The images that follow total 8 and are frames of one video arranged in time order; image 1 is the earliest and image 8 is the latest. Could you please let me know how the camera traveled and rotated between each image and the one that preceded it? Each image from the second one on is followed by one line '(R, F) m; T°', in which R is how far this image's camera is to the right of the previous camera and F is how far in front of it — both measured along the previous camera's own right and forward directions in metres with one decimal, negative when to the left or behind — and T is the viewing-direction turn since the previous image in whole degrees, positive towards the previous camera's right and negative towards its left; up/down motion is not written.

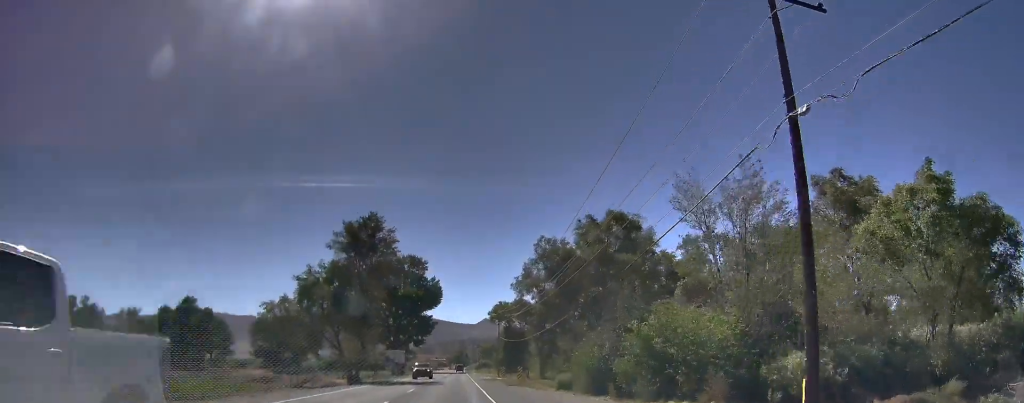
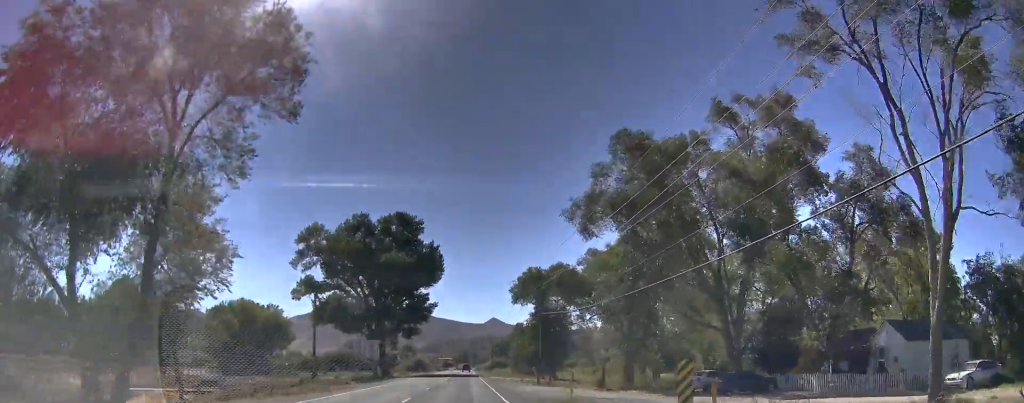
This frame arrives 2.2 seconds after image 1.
(0.0, +51.4) m; -2°
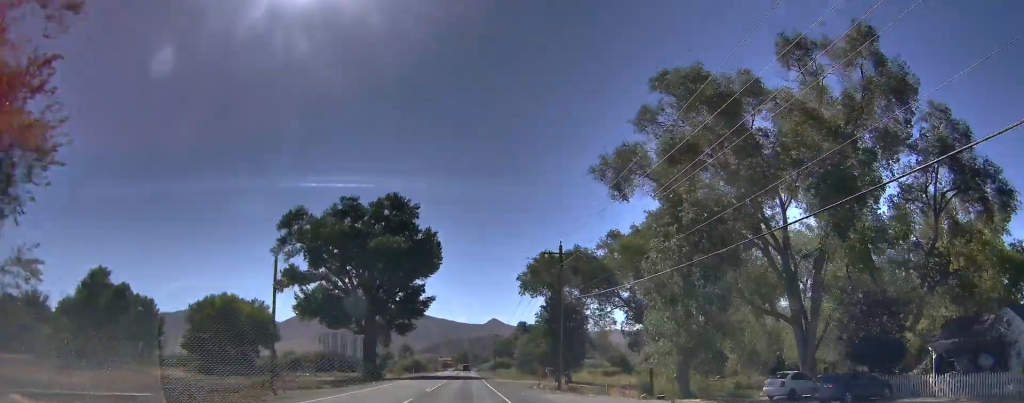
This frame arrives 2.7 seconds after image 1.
(-0.2, +12.9) m; -1°
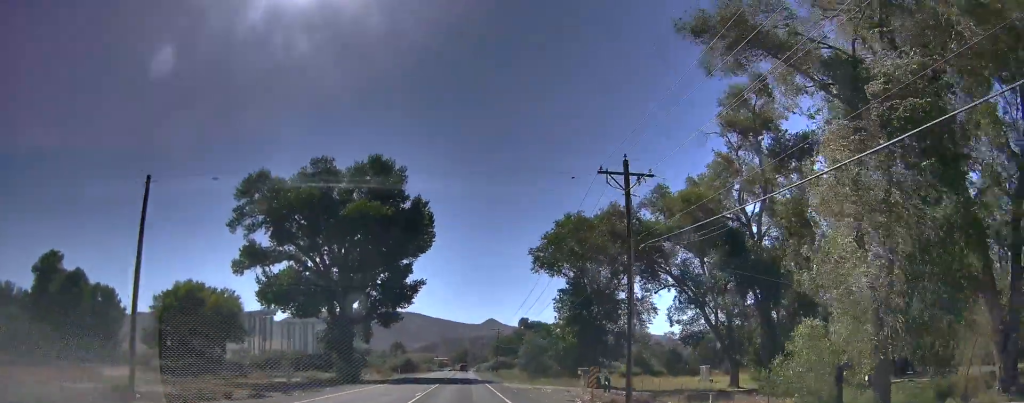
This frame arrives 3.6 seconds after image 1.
(-0.4, +19.8) m; 0°
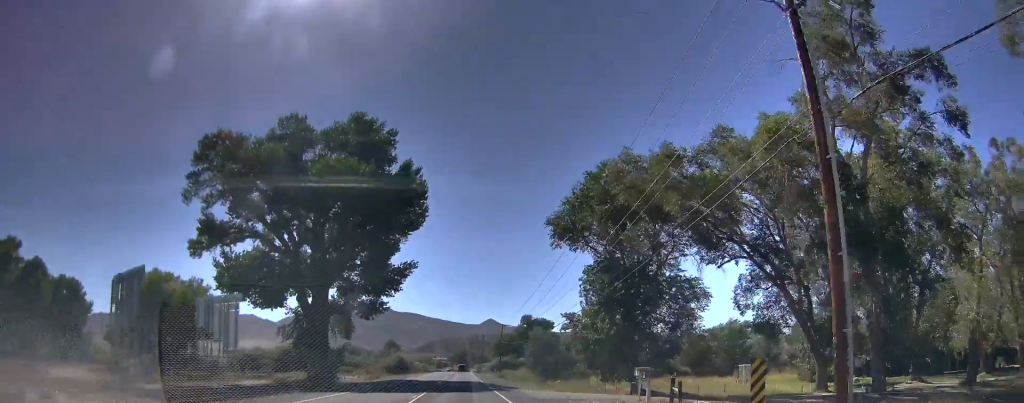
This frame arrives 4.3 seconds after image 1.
(+0.3, +14.9) m; +2°
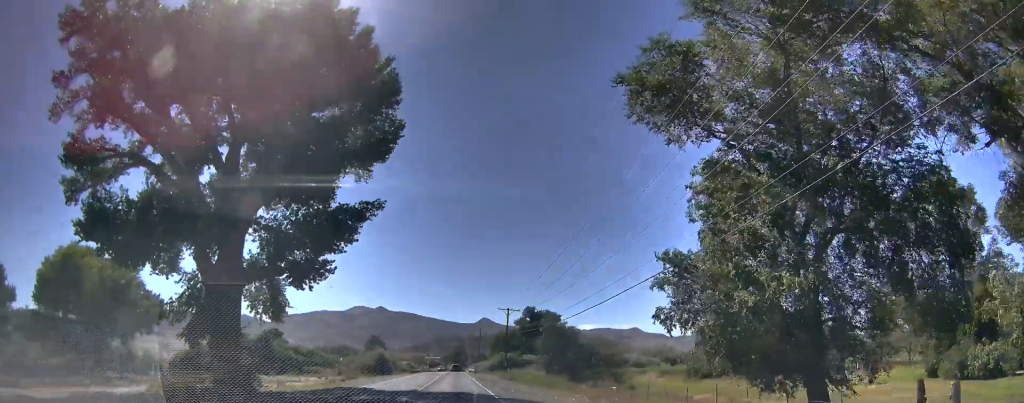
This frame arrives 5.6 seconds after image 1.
(+0.3, +26.1) m; +1°
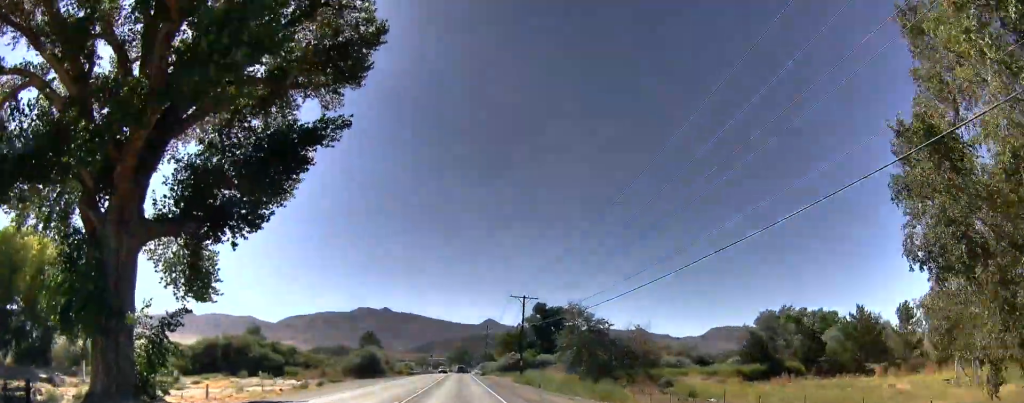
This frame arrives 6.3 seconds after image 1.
(0.0, +14.8) m; 0°
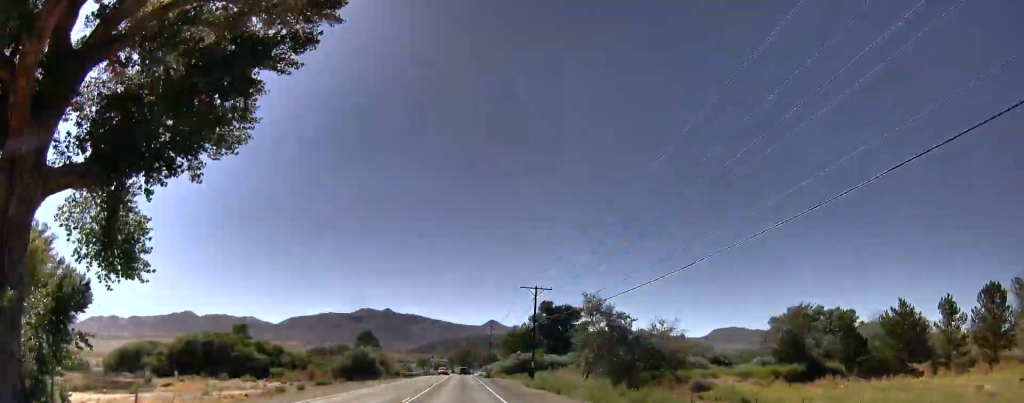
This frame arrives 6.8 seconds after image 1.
(0.0, +8.7) m; 0°
